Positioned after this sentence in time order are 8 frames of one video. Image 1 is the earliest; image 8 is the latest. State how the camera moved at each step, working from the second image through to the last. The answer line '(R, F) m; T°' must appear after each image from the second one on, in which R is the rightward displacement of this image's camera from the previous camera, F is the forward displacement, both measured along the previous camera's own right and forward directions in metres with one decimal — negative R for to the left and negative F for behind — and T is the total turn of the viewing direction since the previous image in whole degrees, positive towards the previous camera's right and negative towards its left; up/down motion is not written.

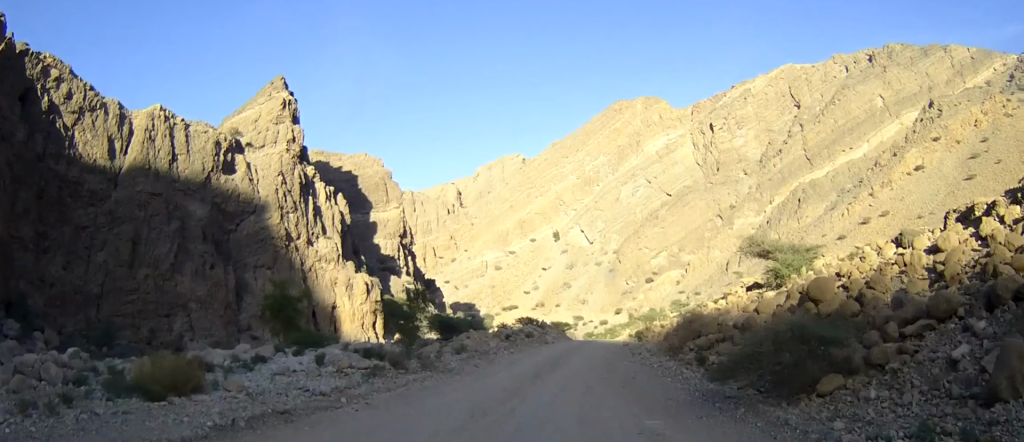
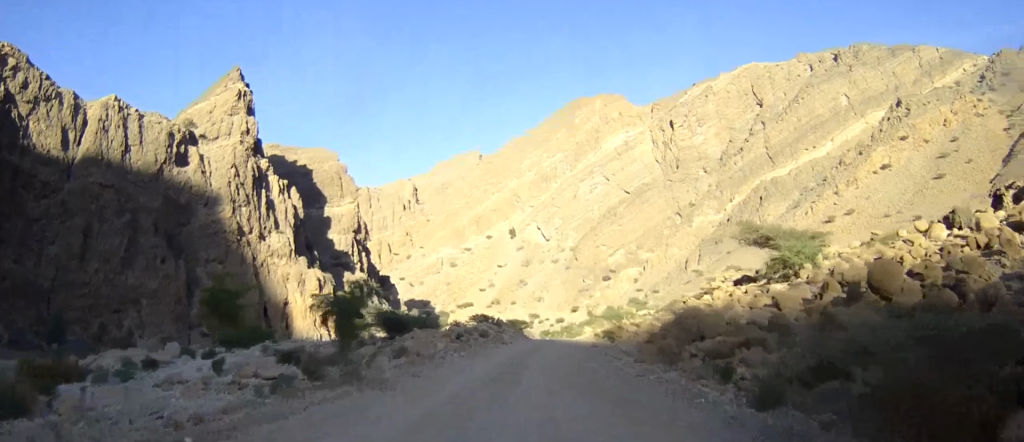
(+0.1, +8.7) m; +3°
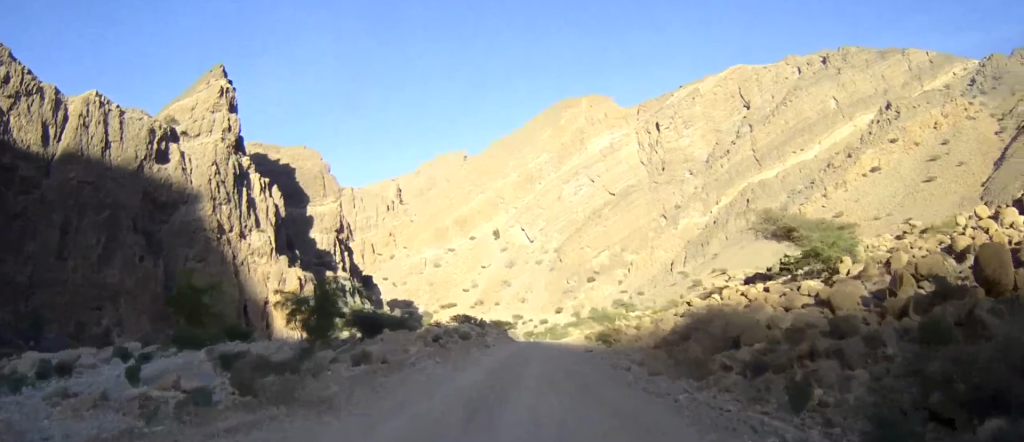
(+0.2, +5.4) m; +2°
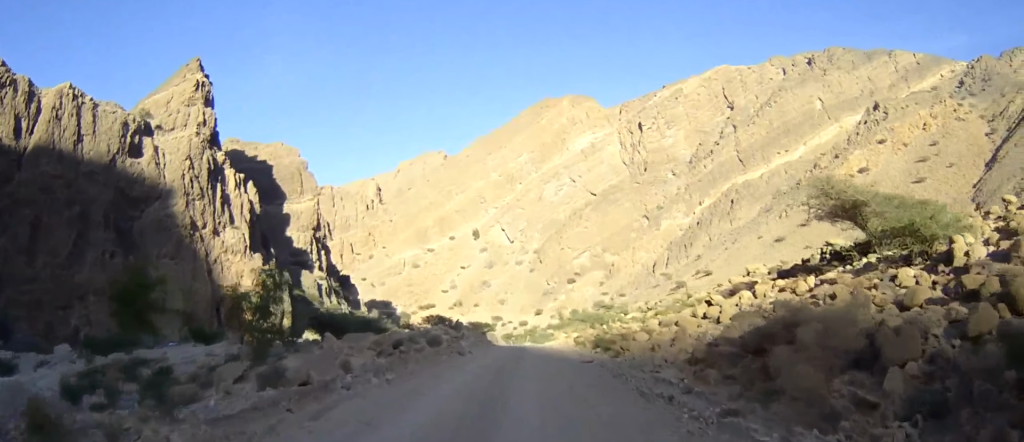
(+0.3, +8.2) m; +3°
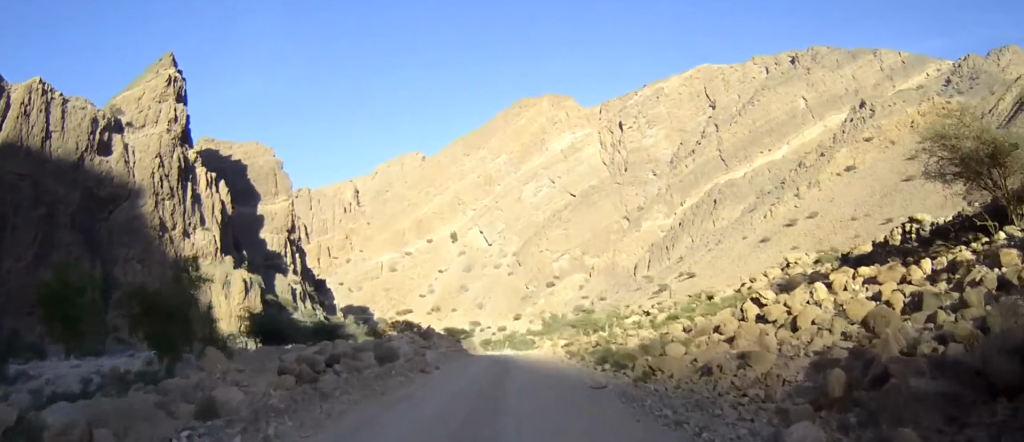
(+0.2, +8.7) m; +1°
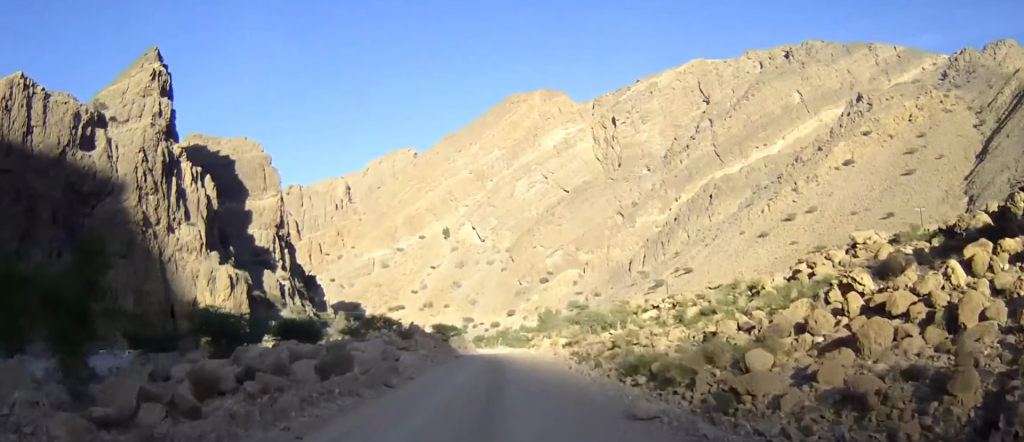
(+0.1, +6.9) m; 0°
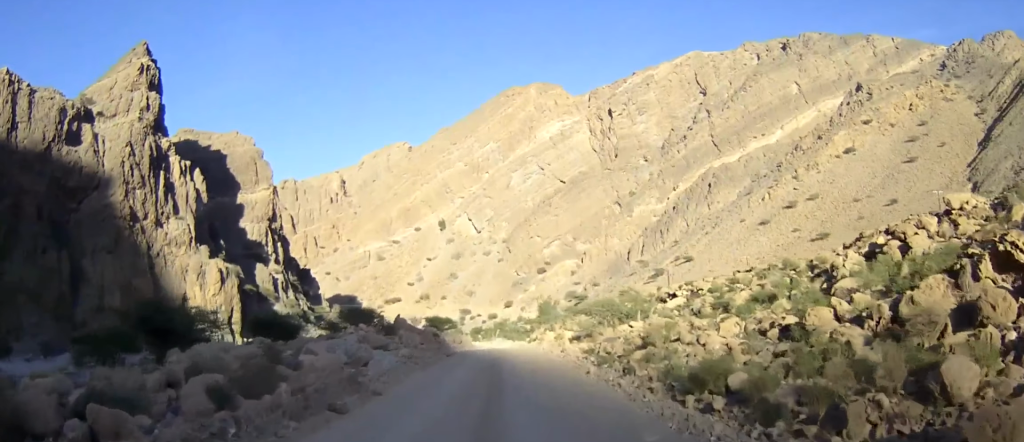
(0.0, +5.8) m; 0°
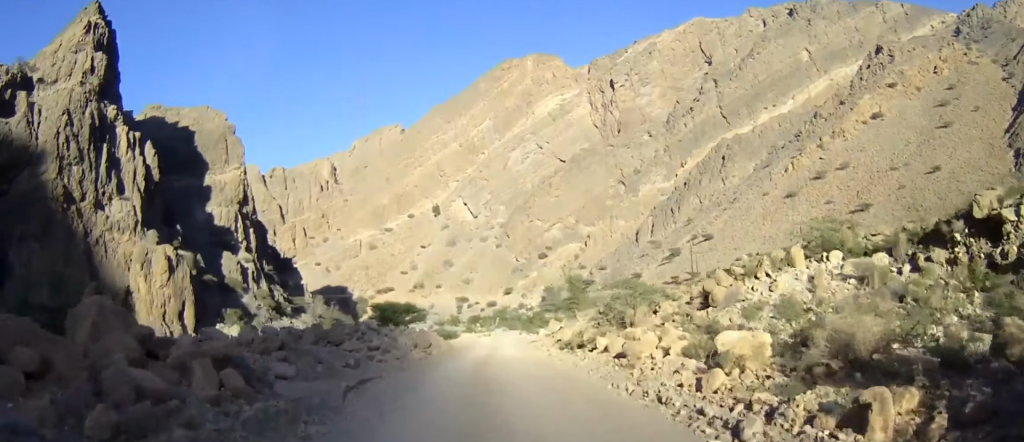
(+0.2, +31.0) m; 0°
